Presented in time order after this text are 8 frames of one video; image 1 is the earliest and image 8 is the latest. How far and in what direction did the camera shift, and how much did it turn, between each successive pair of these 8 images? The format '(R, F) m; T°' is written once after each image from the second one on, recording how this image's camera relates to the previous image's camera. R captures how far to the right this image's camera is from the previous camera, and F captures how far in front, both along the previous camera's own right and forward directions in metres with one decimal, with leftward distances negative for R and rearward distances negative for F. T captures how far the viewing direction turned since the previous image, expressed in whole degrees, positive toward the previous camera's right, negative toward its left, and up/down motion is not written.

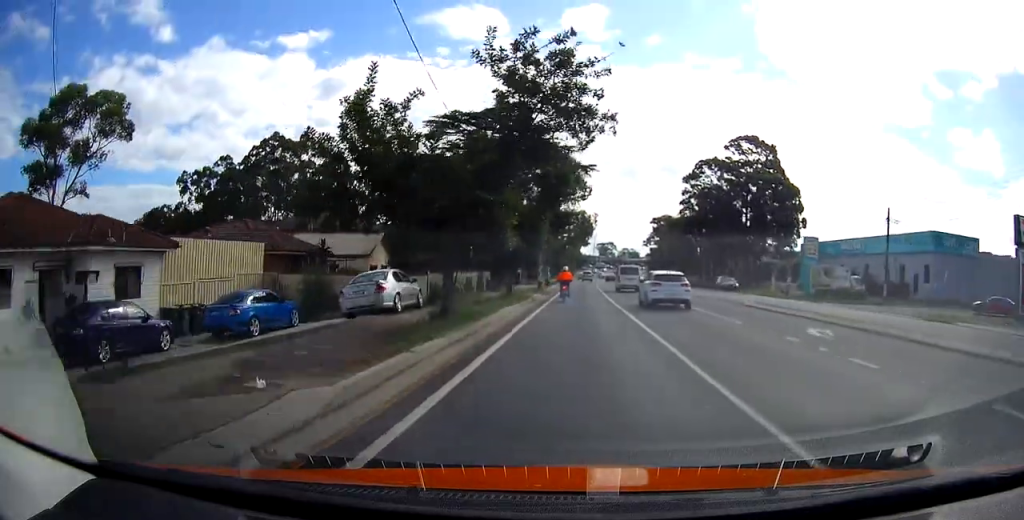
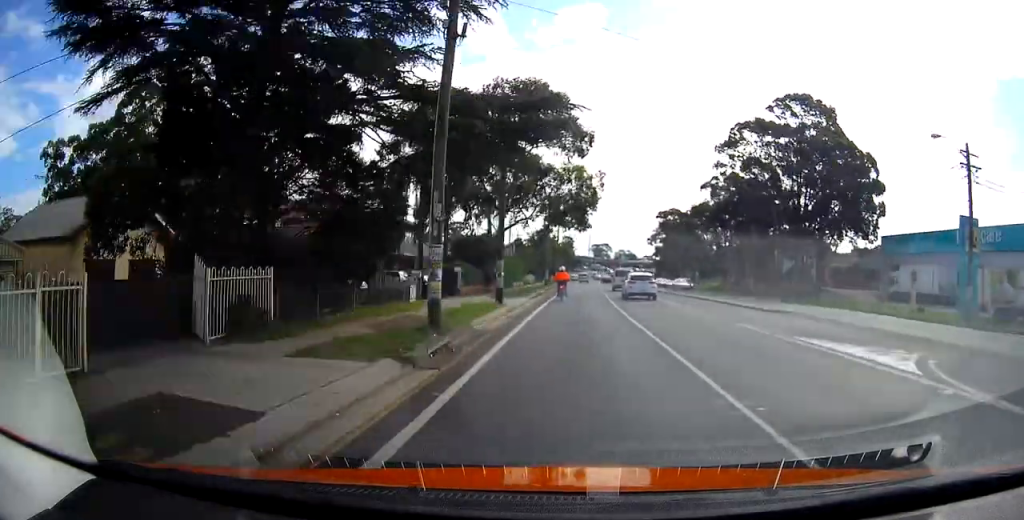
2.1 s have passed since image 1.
(+0.5, +29.2) m; +2°
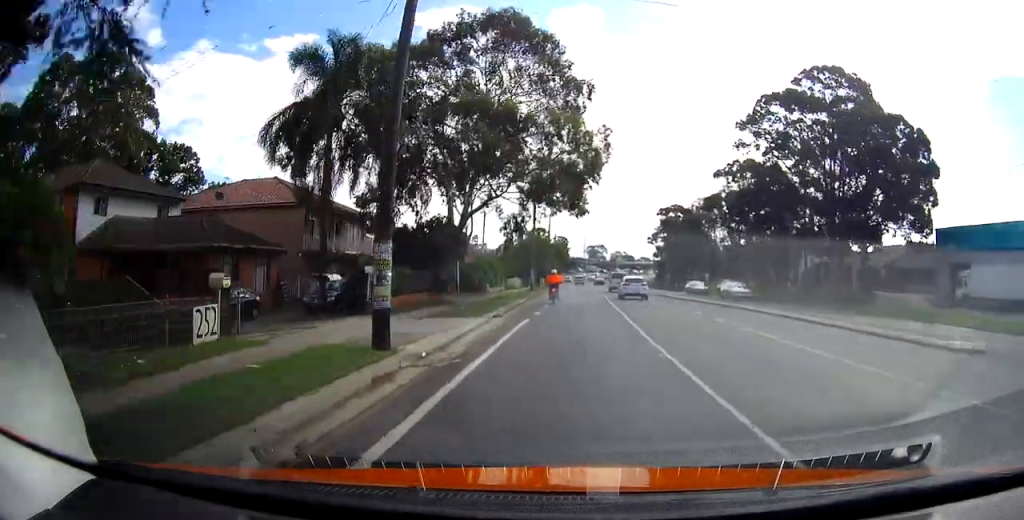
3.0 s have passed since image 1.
(0.0, +13.2) m; -1°
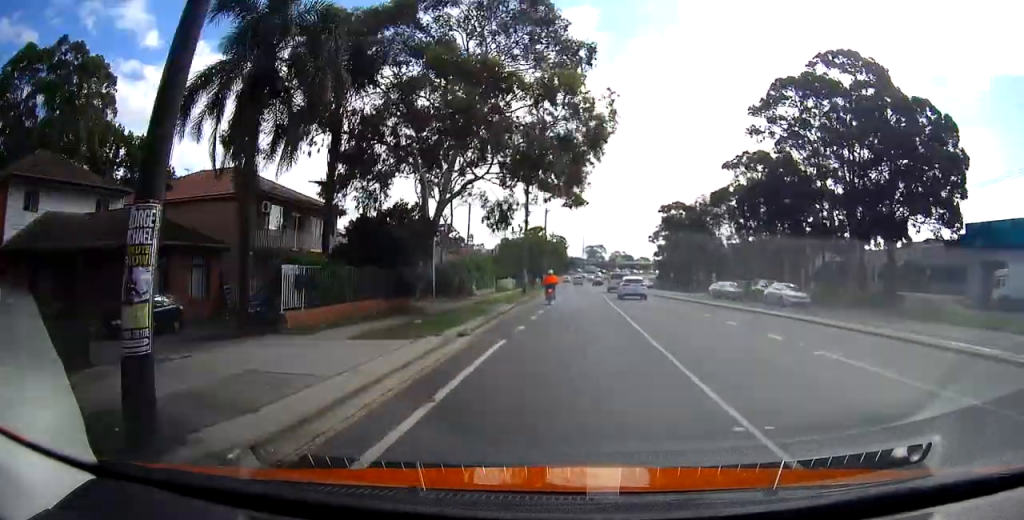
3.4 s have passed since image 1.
(-0.2, +5.6) m; 0°
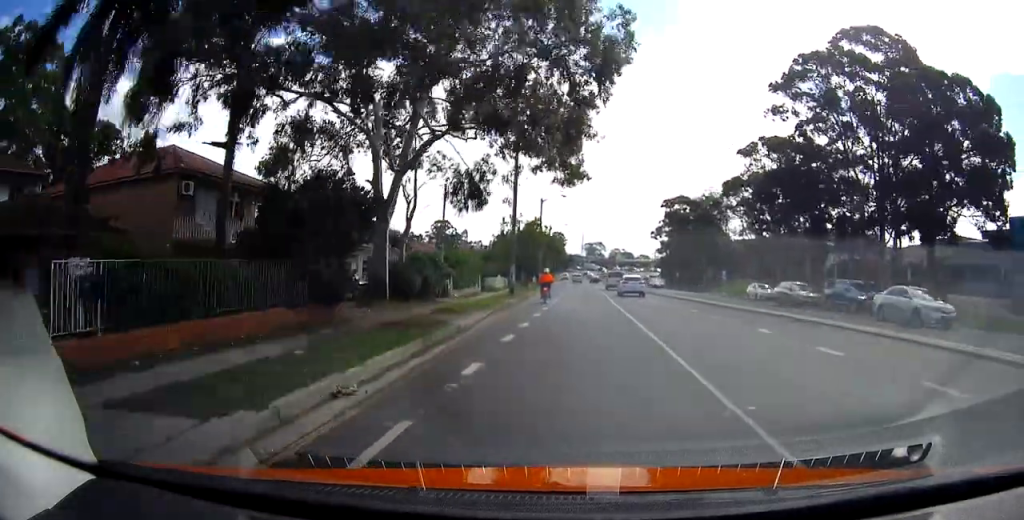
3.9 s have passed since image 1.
(-0.2, +7.1) m; 0°
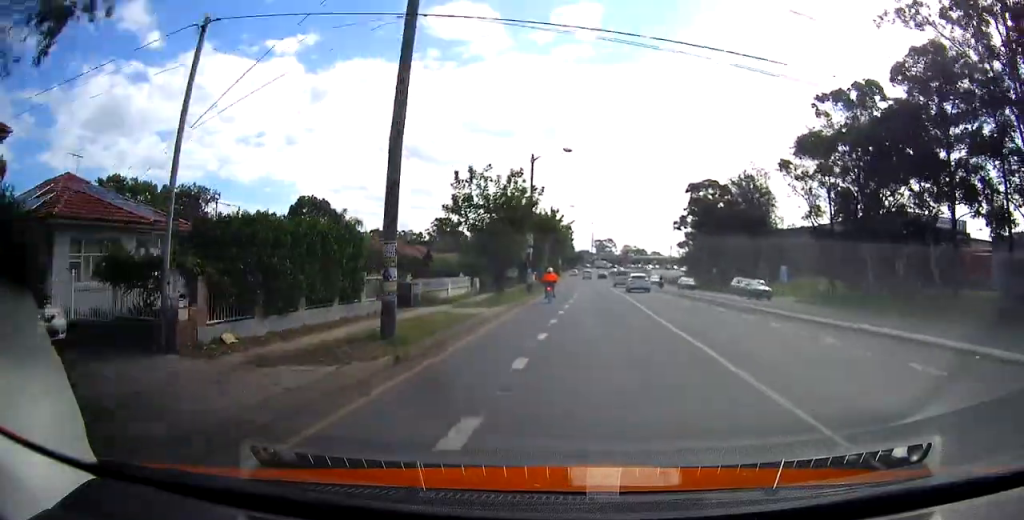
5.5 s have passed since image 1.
(+0.5, +22.9) m; -1°
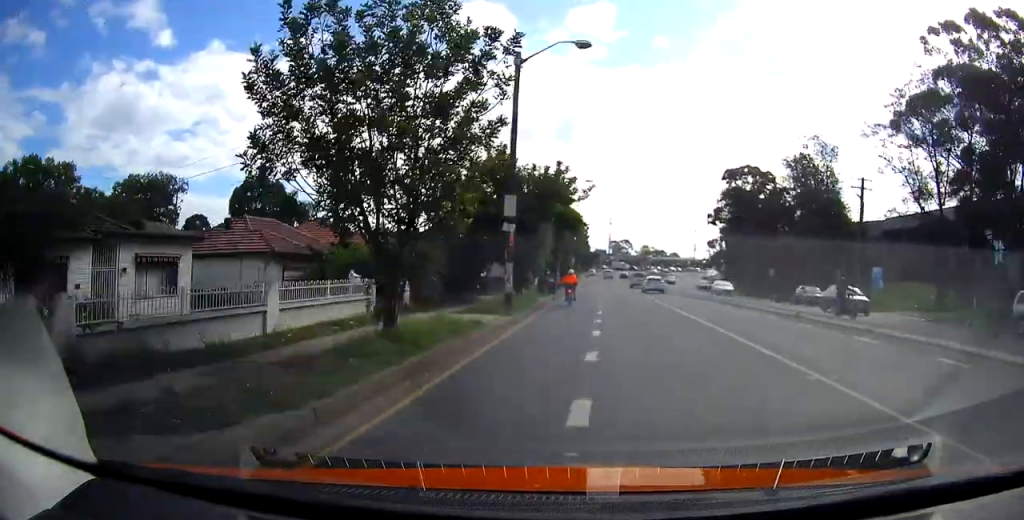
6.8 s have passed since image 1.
(-0.8, +19.2) m; -1°
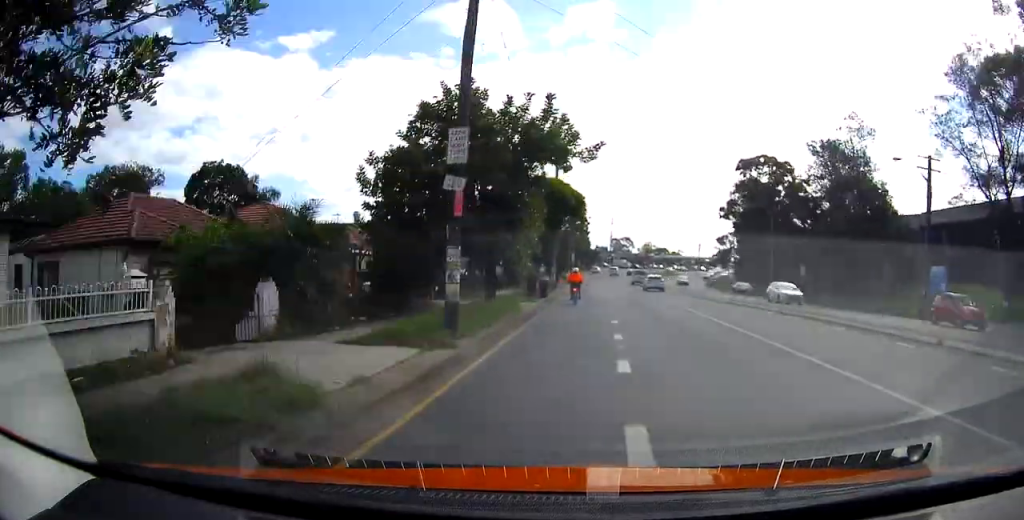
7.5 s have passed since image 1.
(+0.4, +9.2) m; +2°
